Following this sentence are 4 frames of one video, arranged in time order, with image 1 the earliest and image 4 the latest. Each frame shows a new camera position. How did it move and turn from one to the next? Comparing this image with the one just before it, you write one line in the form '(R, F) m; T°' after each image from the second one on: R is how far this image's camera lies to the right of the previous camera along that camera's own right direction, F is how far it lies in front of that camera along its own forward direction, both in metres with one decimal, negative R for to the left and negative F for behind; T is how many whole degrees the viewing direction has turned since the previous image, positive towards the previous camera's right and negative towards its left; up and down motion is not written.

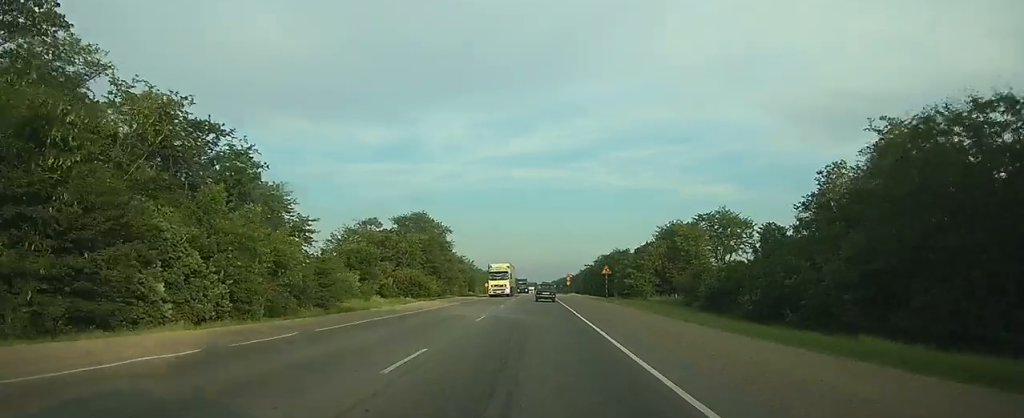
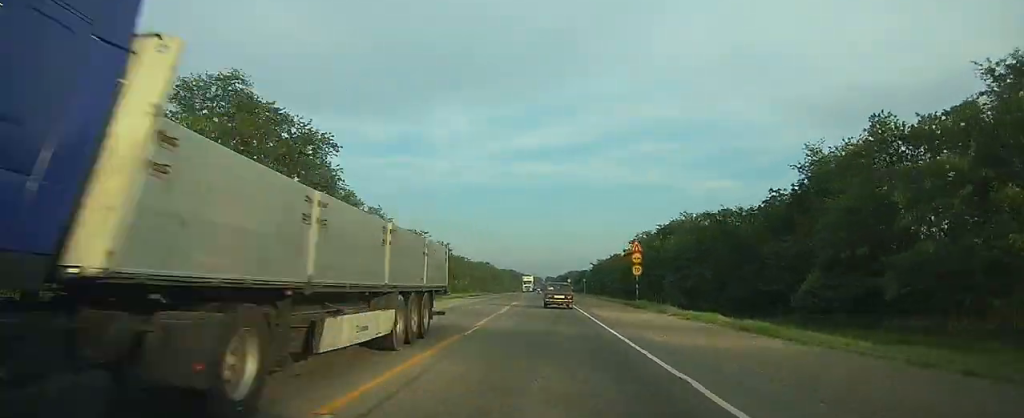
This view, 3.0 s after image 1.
(-0.4, +85.7) m; 0°
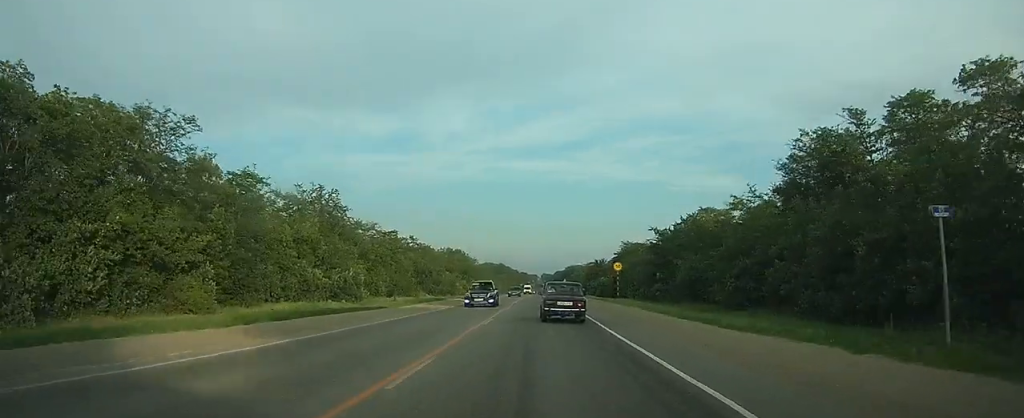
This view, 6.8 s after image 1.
(+0.3, +101.6) m; 0°
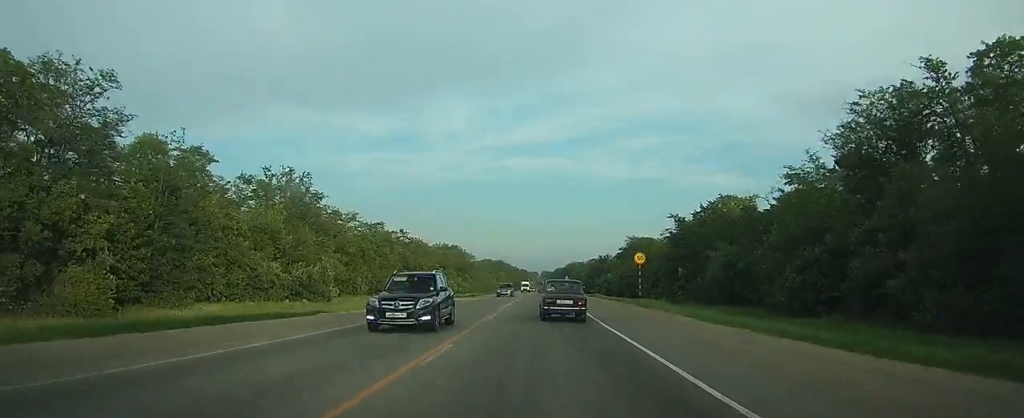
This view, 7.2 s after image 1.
(0.0, +10.4) m; 0°
